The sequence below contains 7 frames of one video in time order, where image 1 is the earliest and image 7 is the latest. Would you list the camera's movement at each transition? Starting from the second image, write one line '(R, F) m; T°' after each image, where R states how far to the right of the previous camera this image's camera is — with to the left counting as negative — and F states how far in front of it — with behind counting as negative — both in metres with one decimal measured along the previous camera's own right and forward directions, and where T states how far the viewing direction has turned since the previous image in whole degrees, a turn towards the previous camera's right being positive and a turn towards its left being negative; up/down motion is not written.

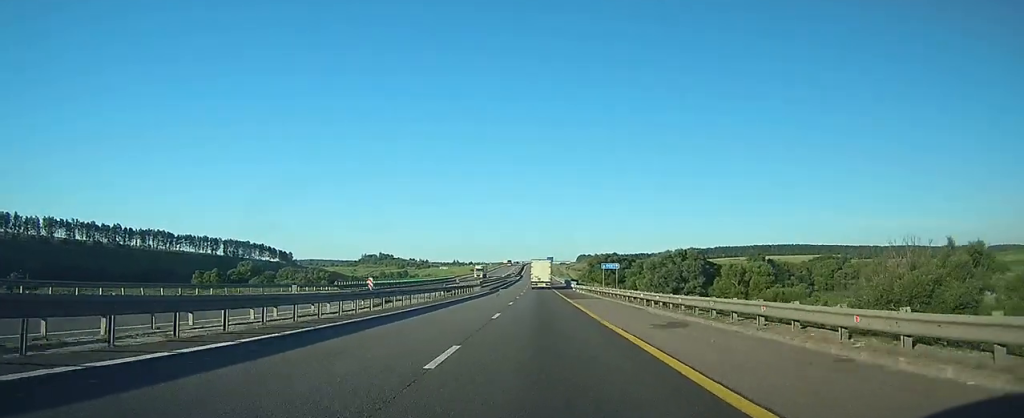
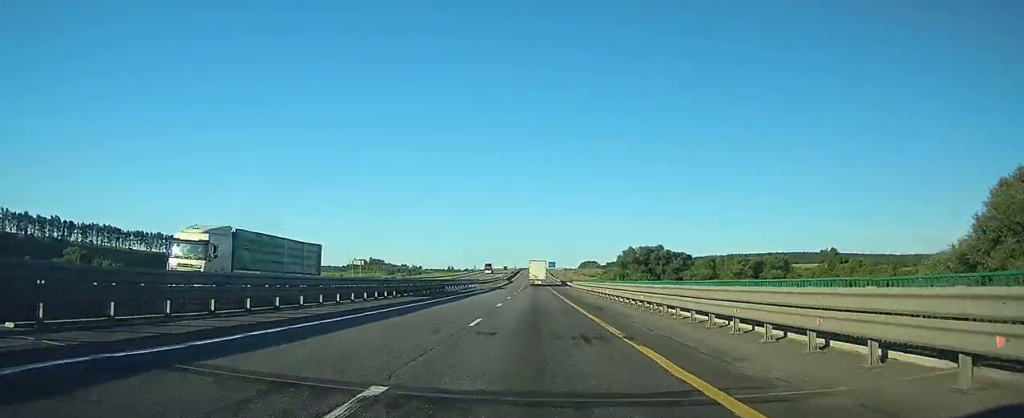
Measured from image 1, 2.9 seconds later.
(0.0, +76.9) m; 0°
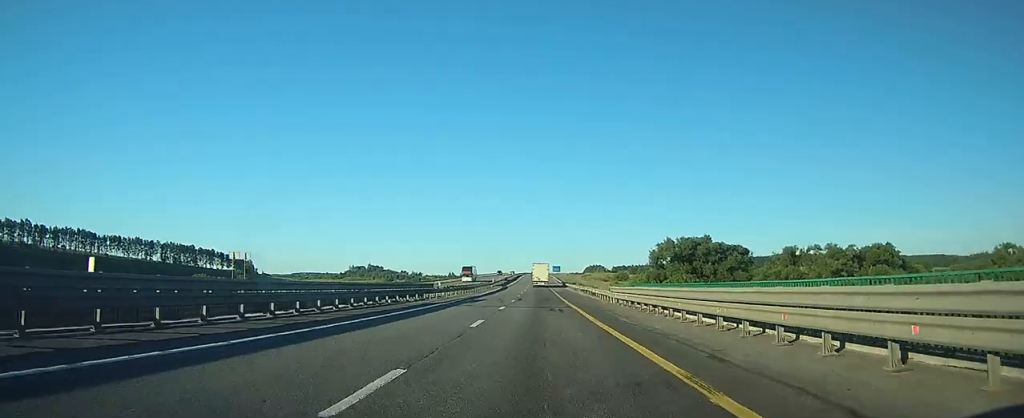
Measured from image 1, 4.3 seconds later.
(+0.1, +34.4) m; 0°
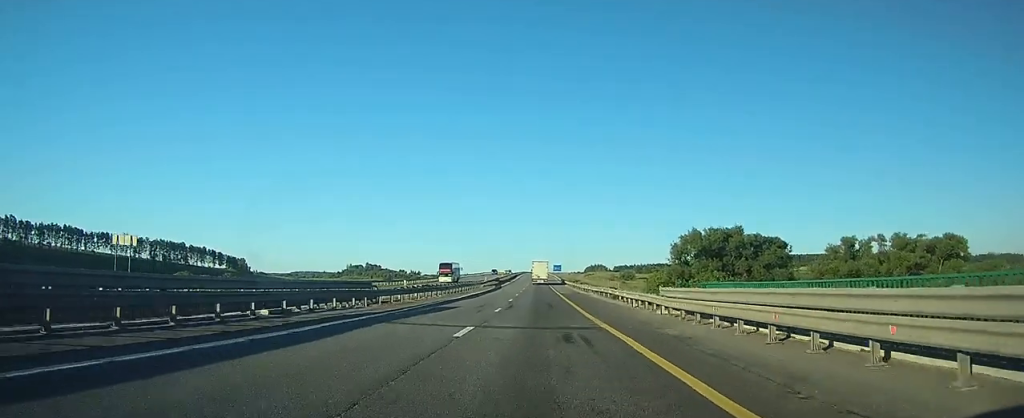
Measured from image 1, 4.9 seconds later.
(0.0, +15.5) m; 0°
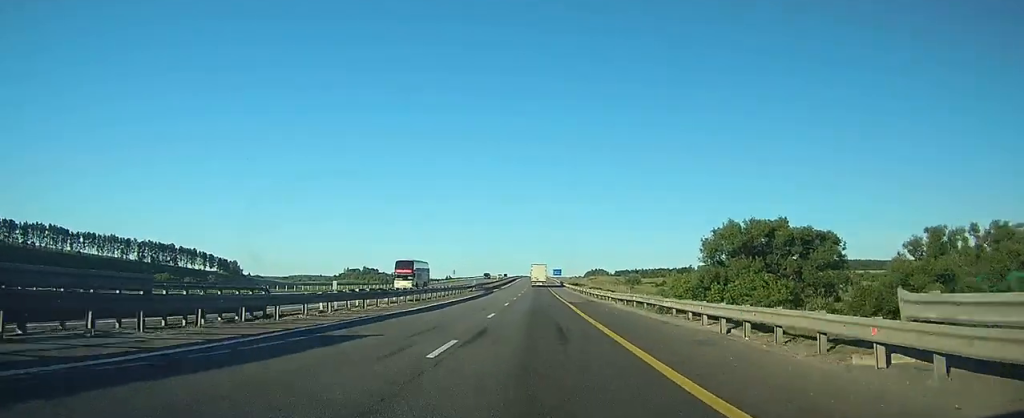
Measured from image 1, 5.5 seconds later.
(0.0, +15.5) m; 0°
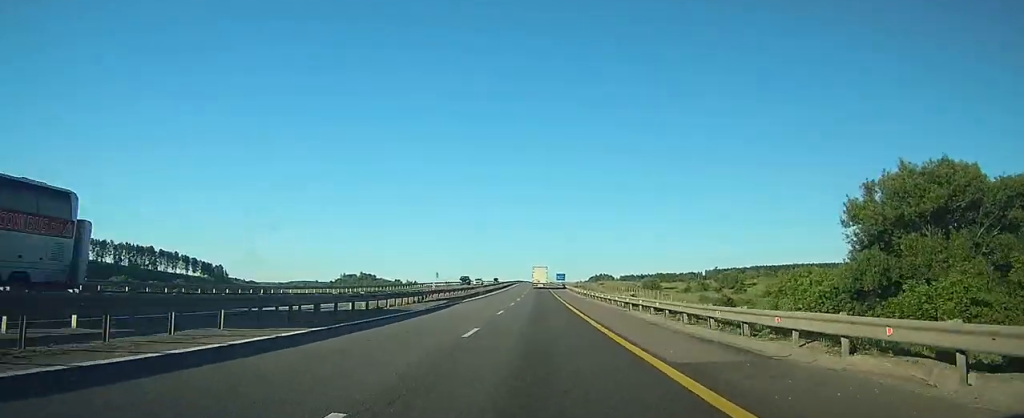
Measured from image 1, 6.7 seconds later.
(-0.1, +31.8) m; 0°
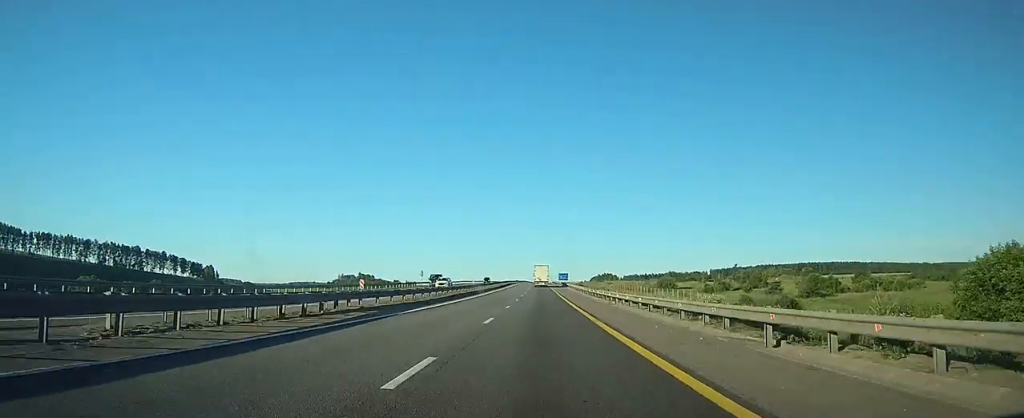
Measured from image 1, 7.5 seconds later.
(0.0, +19.7) m; 0°
